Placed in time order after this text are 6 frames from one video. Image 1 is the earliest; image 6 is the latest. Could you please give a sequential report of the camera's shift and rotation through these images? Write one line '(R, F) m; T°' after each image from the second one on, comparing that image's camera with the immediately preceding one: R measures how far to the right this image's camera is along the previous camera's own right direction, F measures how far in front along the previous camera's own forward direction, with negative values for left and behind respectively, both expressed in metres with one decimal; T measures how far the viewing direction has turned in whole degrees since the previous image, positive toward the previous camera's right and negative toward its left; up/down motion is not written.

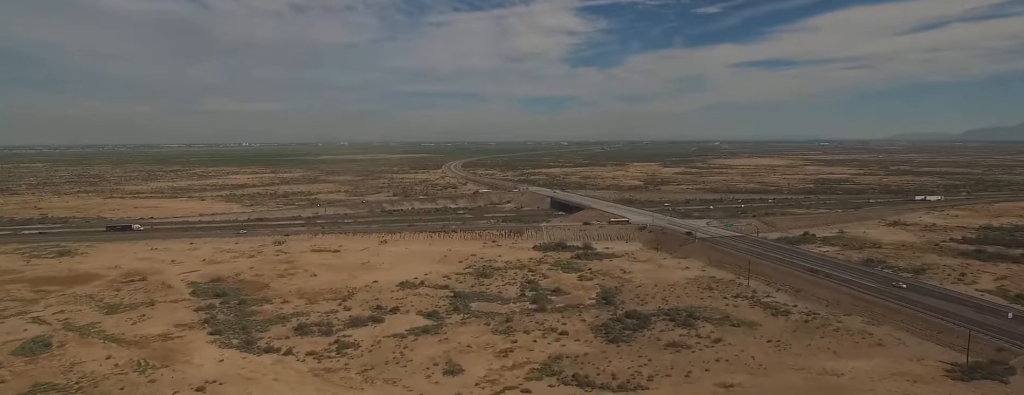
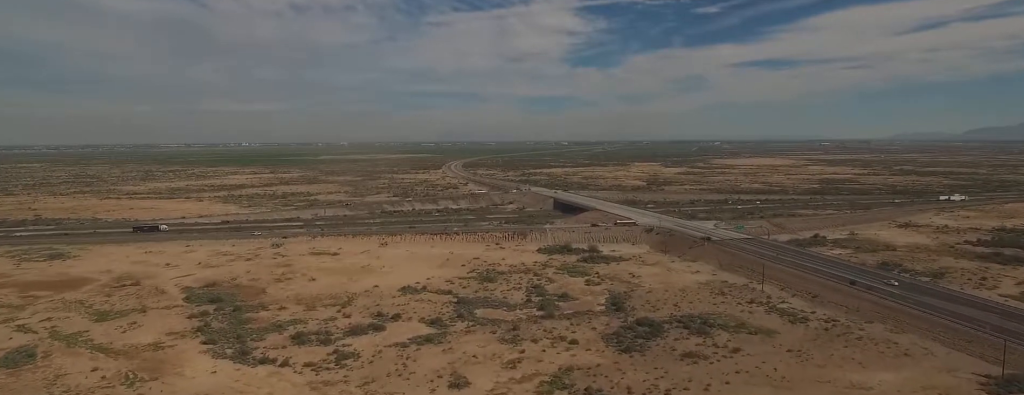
(+0.1, +8.6) m; -2°
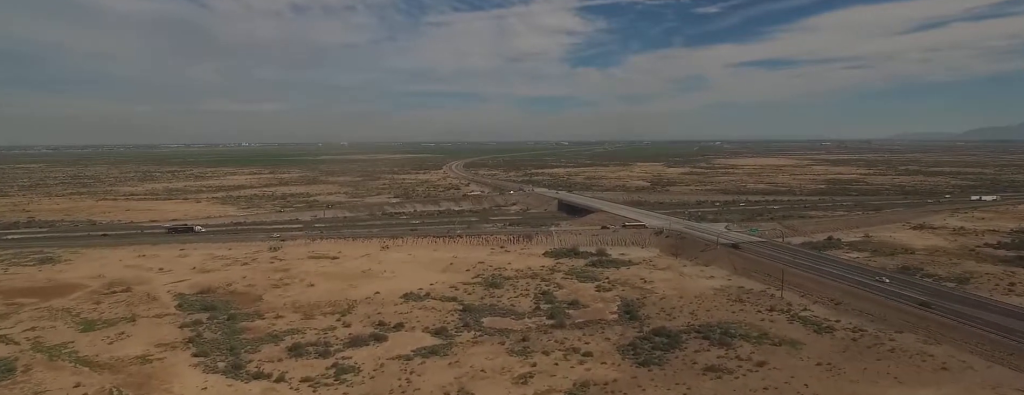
(-0.4, +10.5) m; -4°
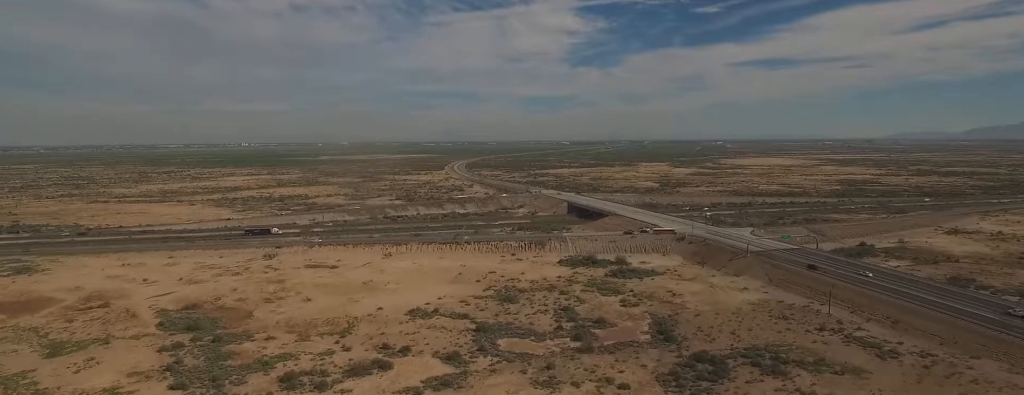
(-1.6, +22.9) m; -8°
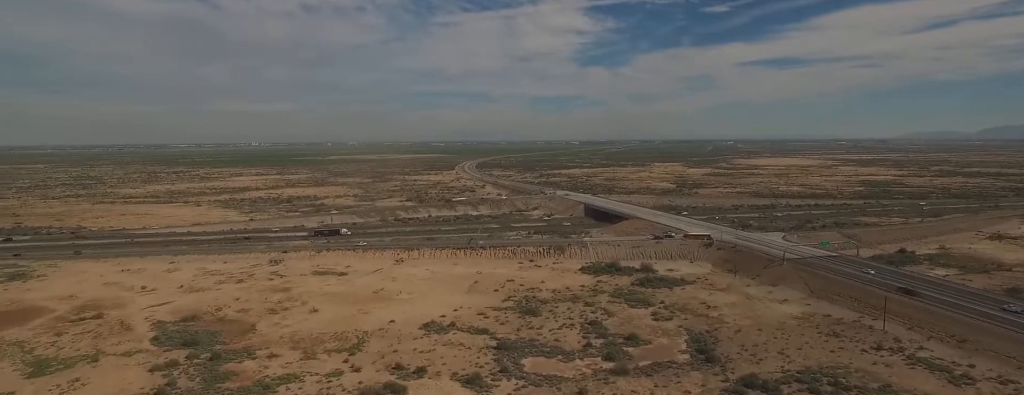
(-0.9, +17.2) m; -5°
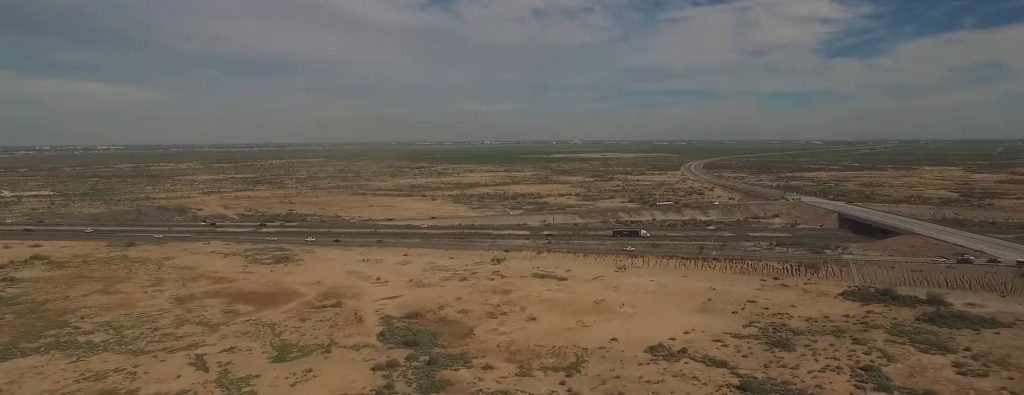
(-1.1, +22.0) m; -5°
